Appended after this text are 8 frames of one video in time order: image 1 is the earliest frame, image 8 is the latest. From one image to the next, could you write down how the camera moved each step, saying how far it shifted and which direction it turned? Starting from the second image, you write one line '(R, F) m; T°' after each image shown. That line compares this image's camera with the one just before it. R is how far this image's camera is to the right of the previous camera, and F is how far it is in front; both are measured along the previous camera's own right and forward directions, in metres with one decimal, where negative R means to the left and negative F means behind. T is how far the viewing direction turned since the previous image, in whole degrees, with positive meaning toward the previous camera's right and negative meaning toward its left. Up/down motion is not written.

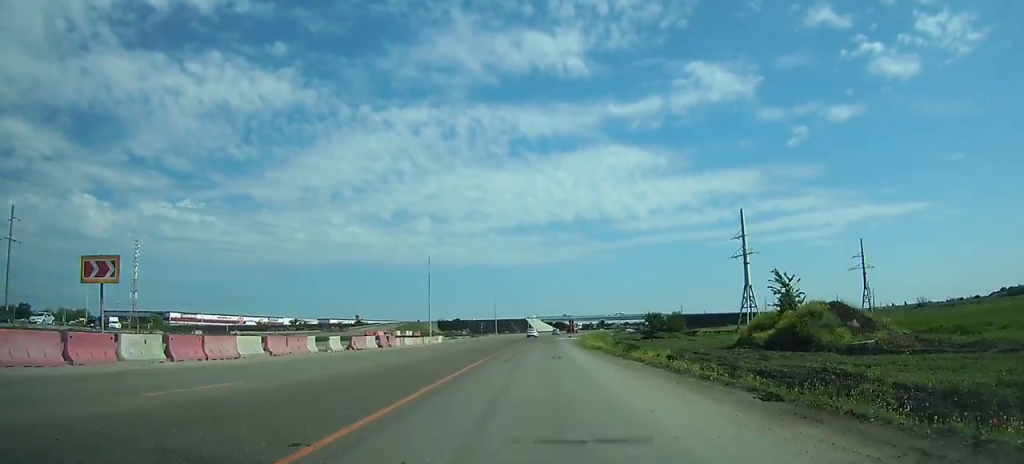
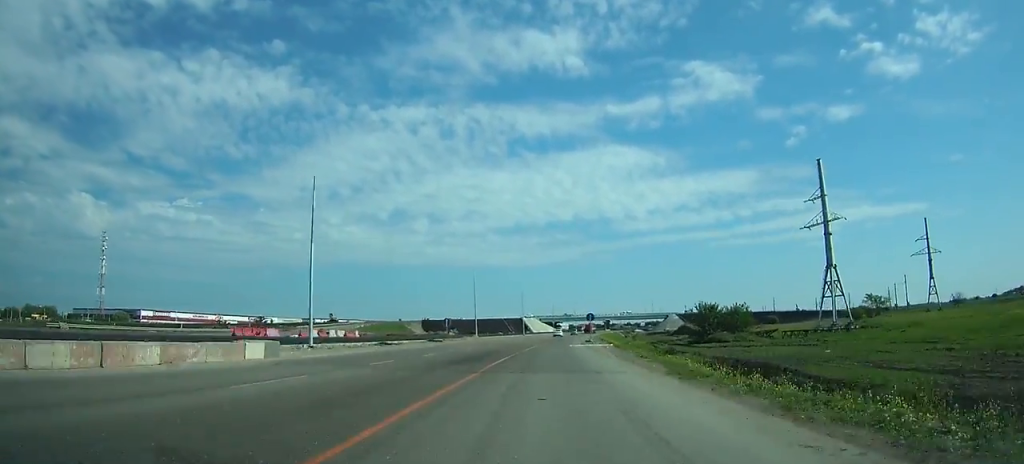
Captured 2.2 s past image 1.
(+0.4, +40.5) m; +2°
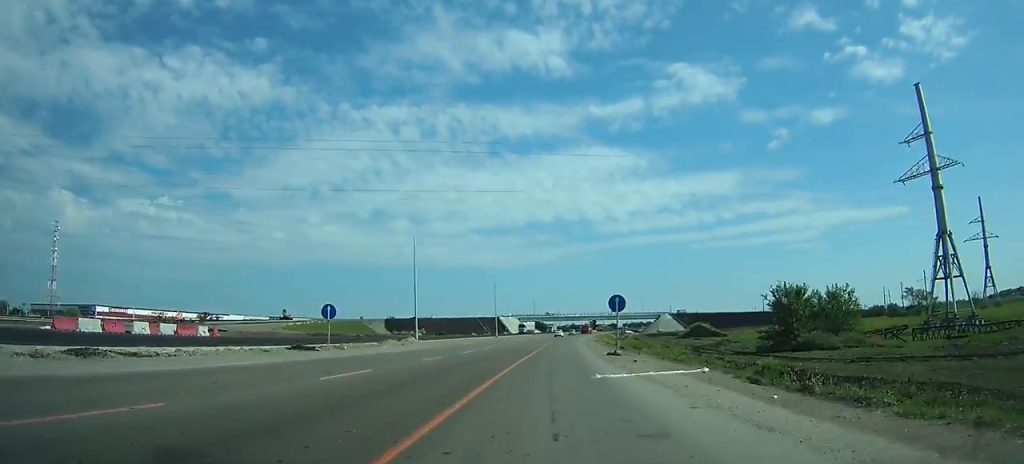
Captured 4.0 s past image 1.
(+0.1, +33.8) m; +2°
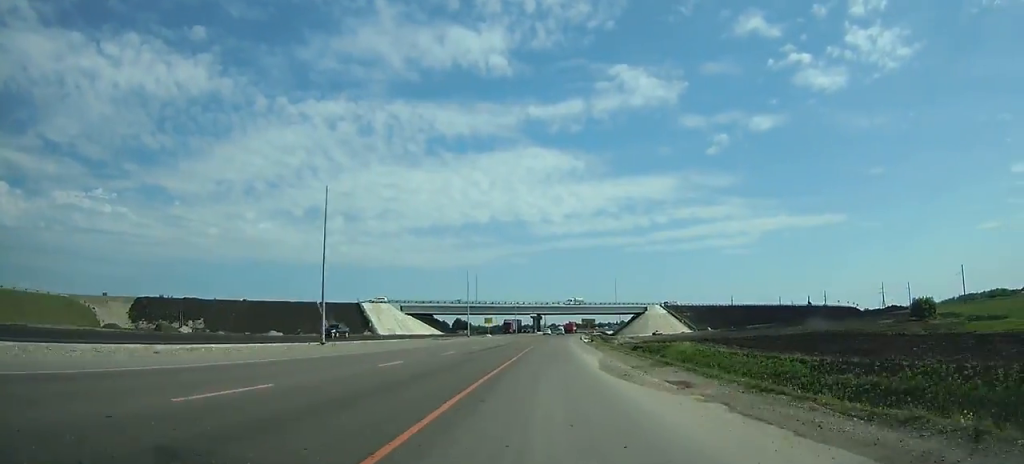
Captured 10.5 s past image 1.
(+8.0, +125.9) m; +7°
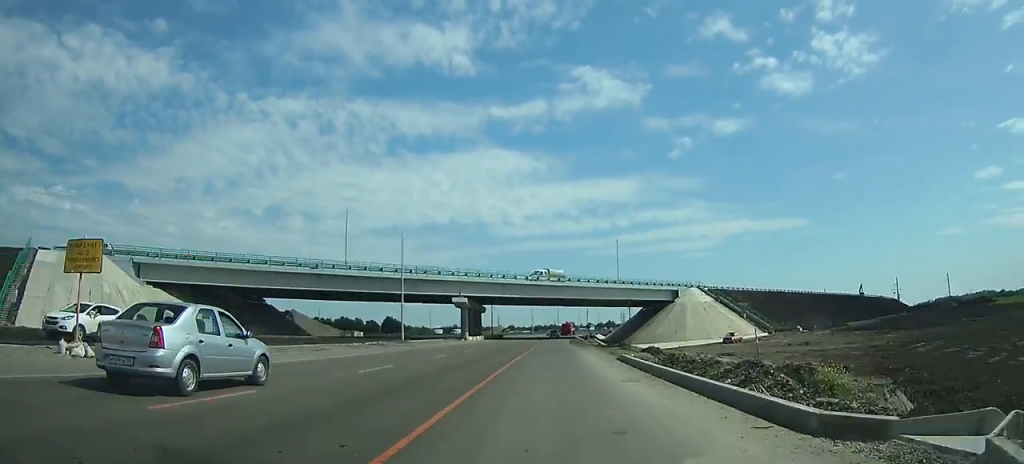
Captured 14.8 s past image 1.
(+3.0, +89.2) m; +4°
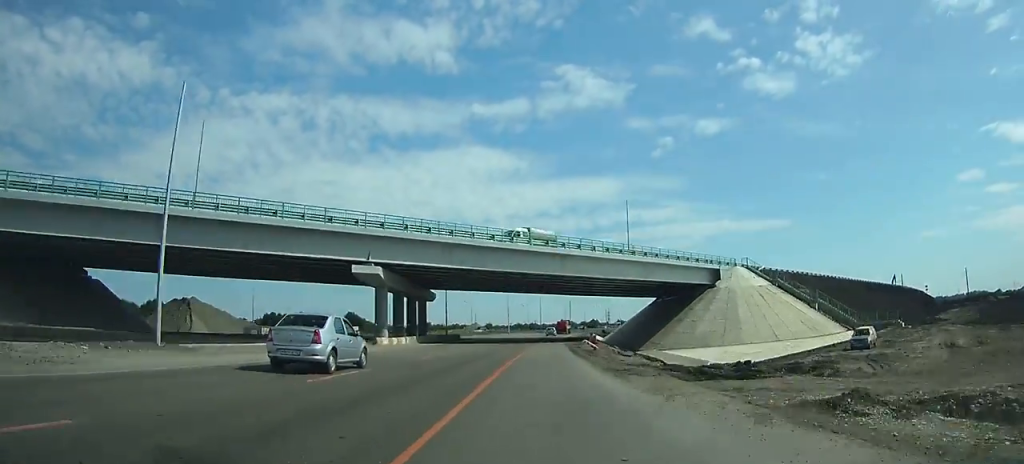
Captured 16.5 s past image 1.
(+0.5, +36.2) m; +1°
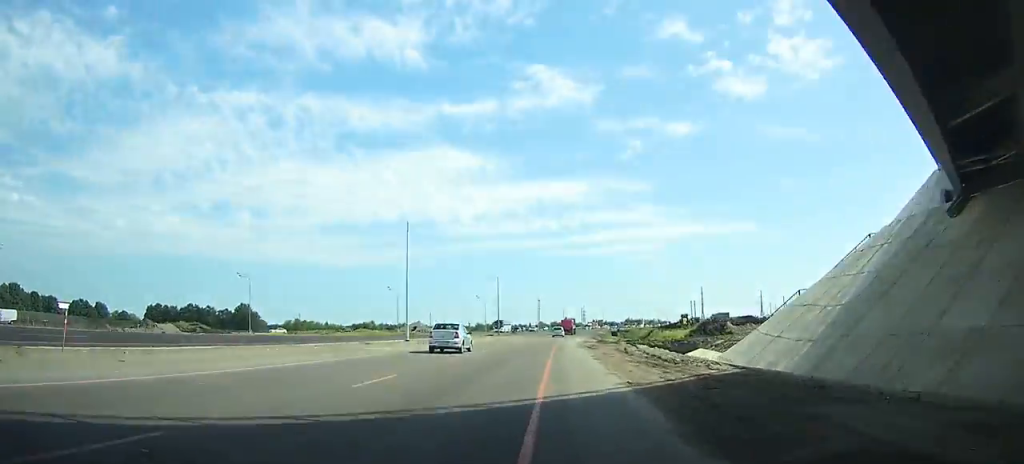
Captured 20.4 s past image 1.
(+2.4, +80.1) m; +4°
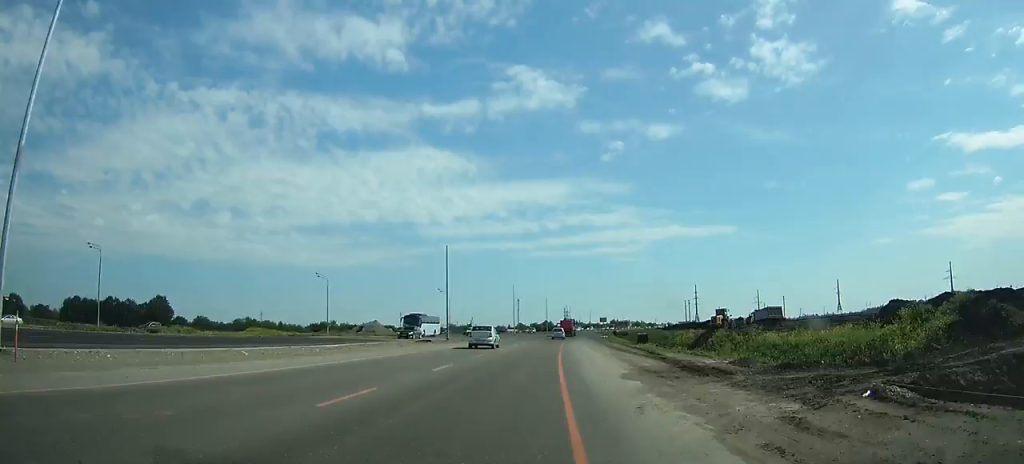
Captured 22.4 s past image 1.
(+0.6, +38.6) m; +2°
